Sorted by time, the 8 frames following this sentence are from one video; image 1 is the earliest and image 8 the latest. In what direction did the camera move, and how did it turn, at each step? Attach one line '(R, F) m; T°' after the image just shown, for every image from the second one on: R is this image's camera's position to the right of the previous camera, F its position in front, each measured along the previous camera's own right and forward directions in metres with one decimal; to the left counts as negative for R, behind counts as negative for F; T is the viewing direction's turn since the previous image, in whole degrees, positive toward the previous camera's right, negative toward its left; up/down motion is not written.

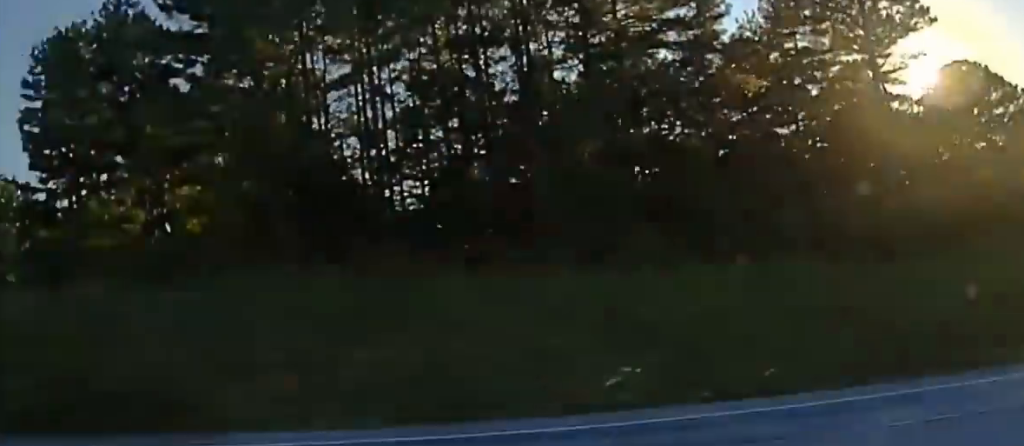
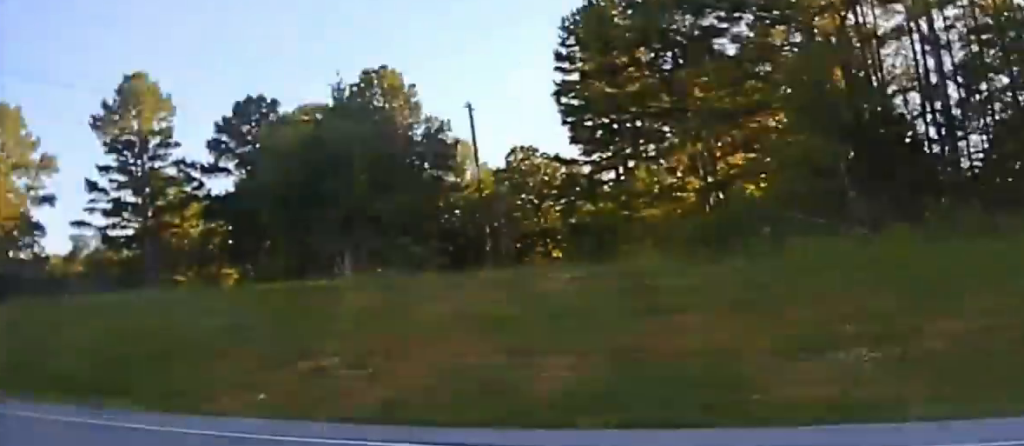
(-0.6, +2.4) m; -27°
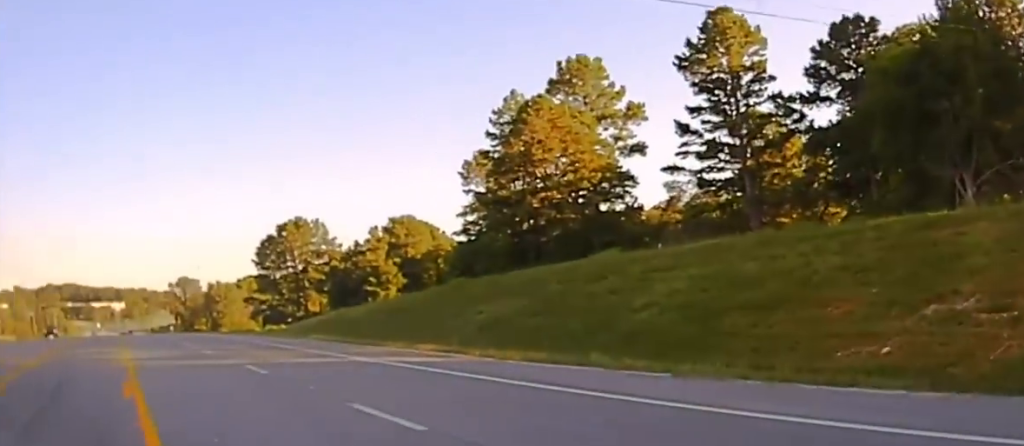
(-0.5, +5.0) m; -34°
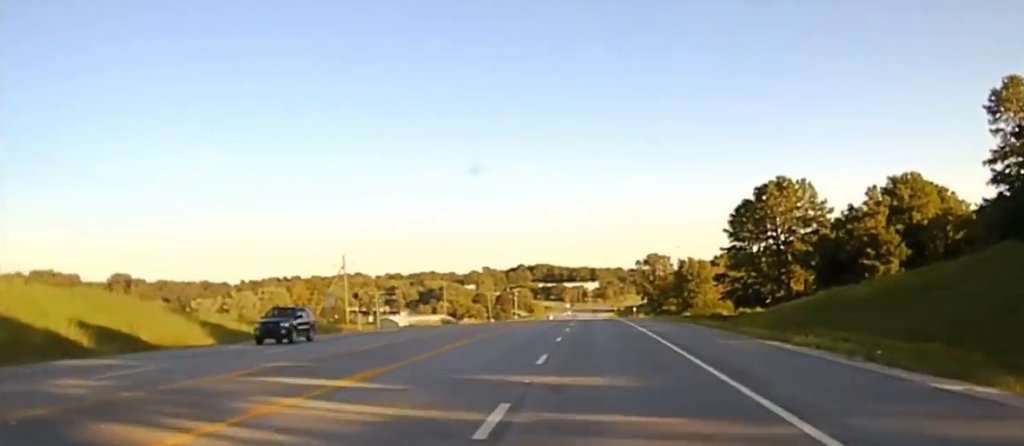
(-14.9, +28.3) m; -35°
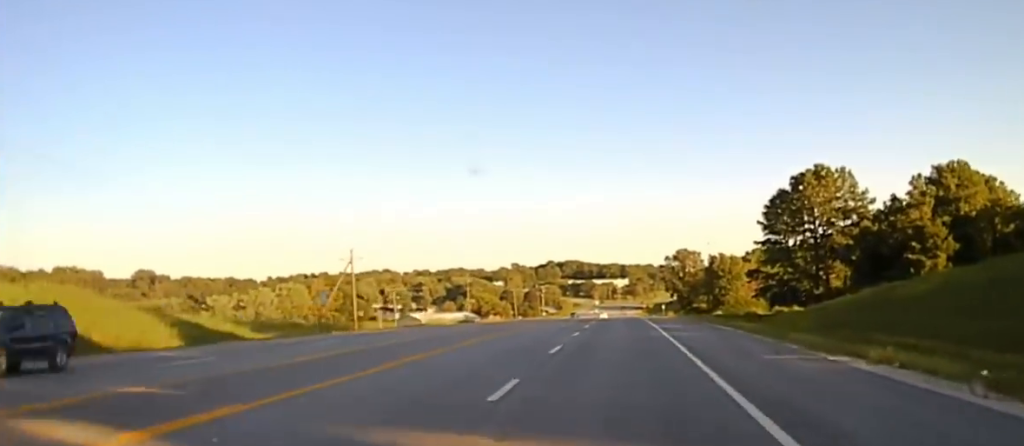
(-0.1, +10.8) m; -2°
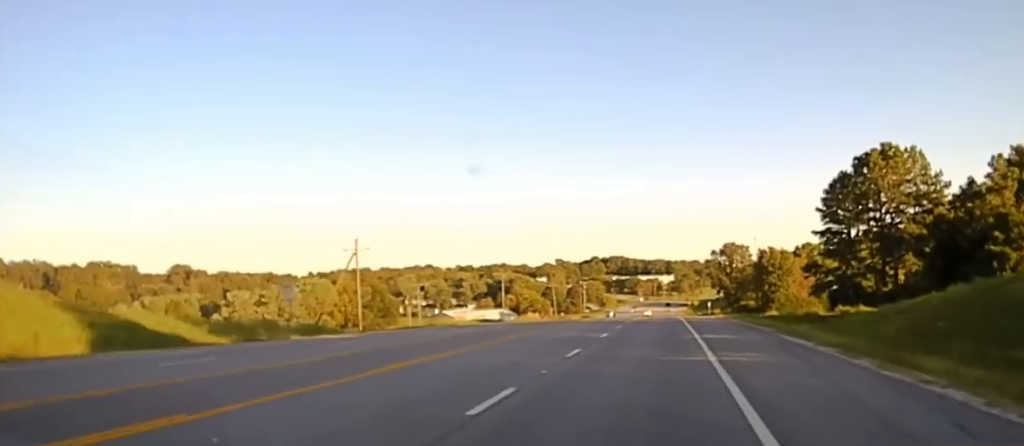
(-0.6, +15.7) m; -3°
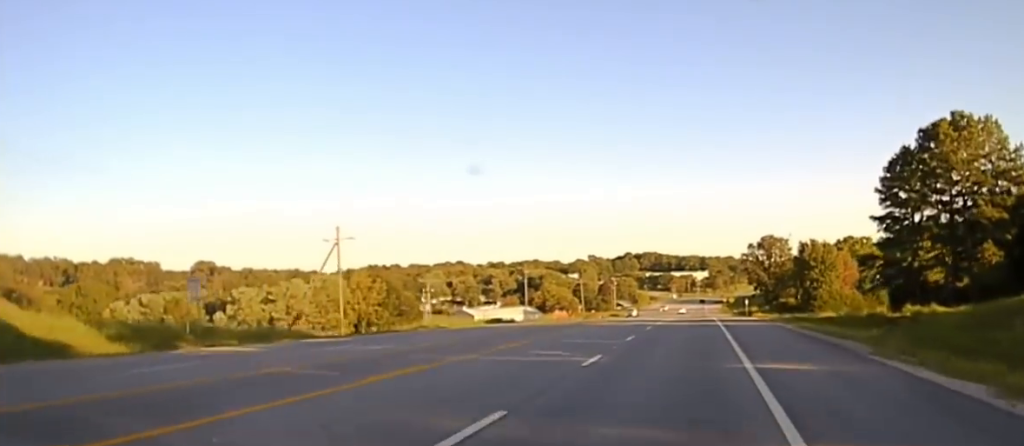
(-0.3, +15.7) m; -1°
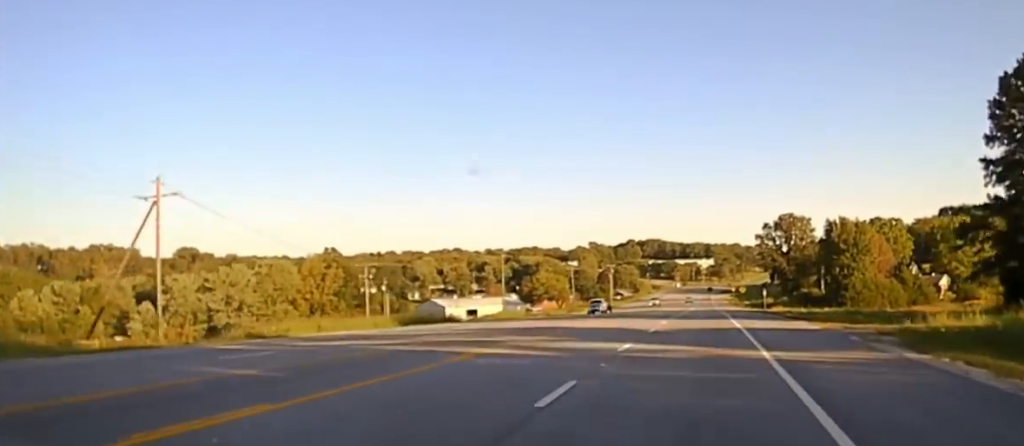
(-0.1, +26.1) m; 0°
